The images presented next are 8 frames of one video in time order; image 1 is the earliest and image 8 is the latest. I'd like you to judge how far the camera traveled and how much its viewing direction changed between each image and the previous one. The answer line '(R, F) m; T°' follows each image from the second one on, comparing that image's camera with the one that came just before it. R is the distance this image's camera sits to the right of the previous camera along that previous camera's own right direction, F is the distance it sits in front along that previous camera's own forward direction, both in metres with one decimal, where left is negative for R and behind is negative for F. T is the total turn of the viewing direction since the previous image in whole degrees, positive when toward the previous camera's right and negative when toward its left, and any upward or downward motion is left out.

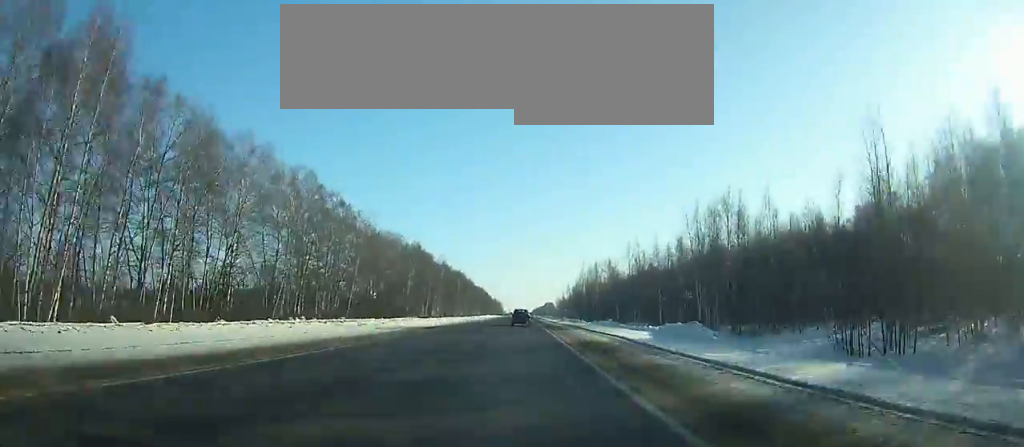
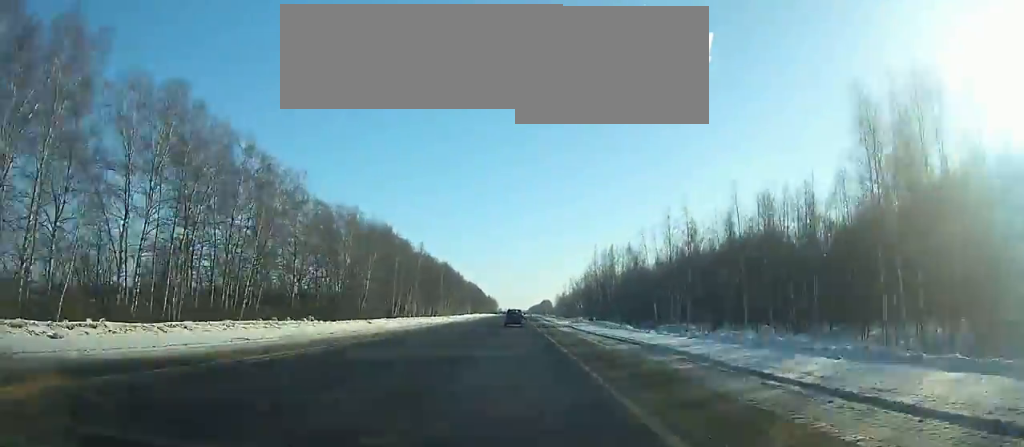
(+0.1, +36.9) m; 0°
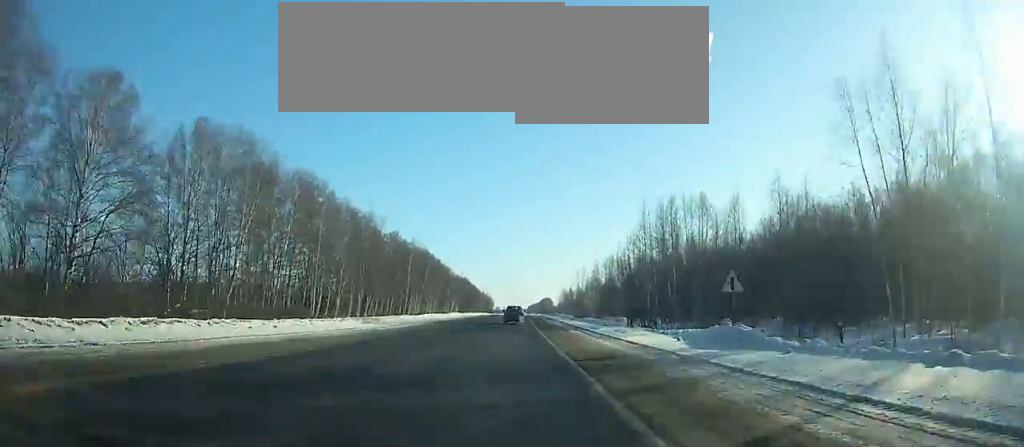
(+0.2, +55.3) m; 0°
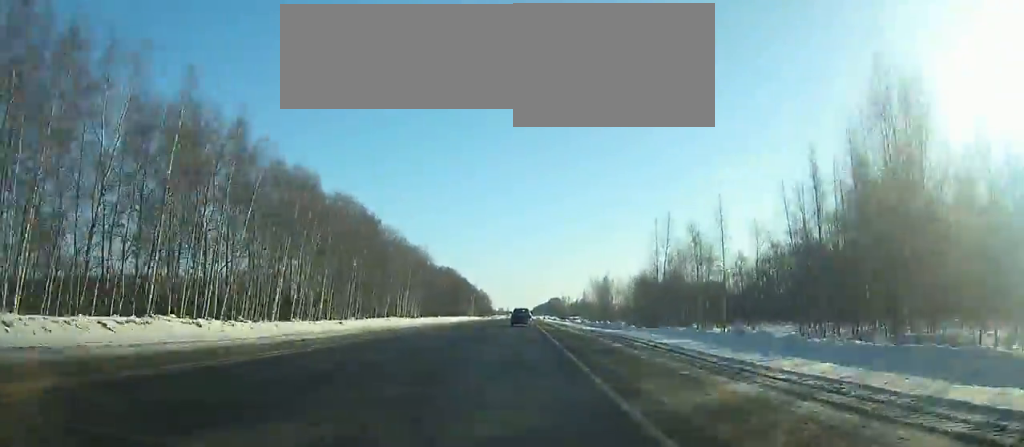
(-0.1, +103.5) m; 0°
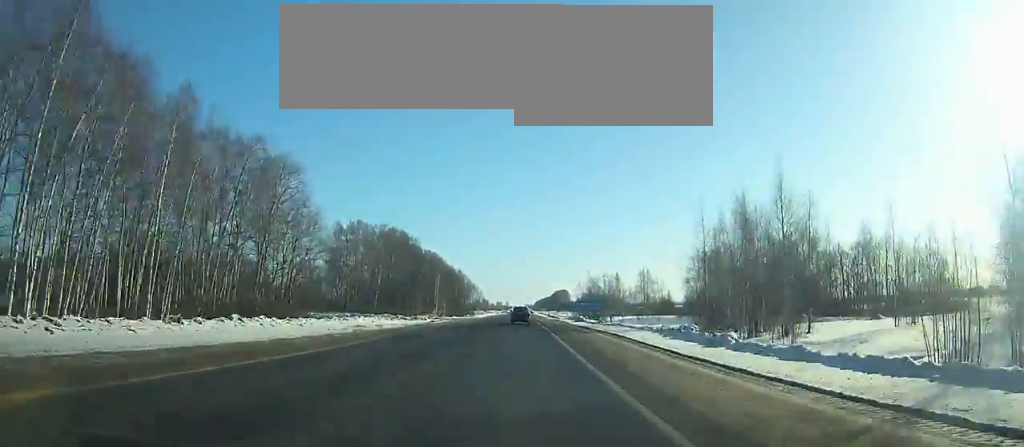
(-0.3, +116.6) m; 0°
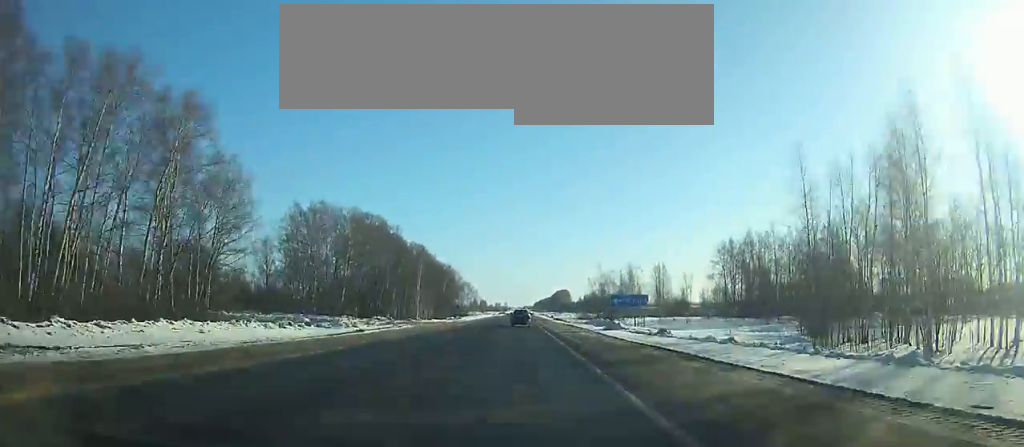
(-0.1, +27.4) m; 0°
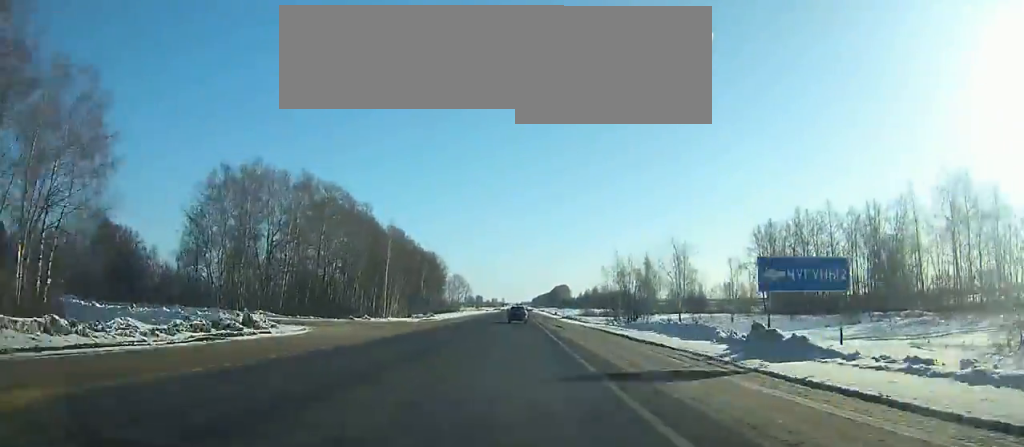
(+0.1, +29.5) m; 0°
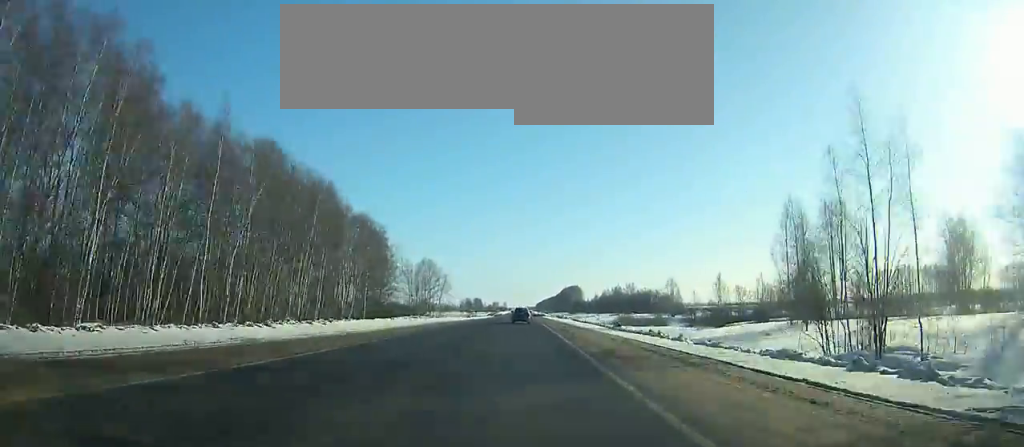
(0.0, +88.6) m; 0°
